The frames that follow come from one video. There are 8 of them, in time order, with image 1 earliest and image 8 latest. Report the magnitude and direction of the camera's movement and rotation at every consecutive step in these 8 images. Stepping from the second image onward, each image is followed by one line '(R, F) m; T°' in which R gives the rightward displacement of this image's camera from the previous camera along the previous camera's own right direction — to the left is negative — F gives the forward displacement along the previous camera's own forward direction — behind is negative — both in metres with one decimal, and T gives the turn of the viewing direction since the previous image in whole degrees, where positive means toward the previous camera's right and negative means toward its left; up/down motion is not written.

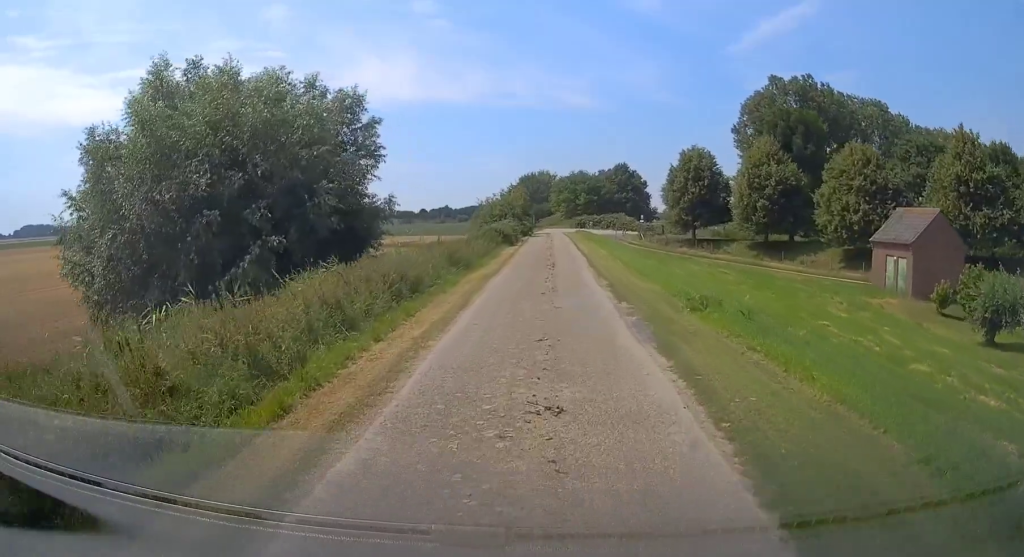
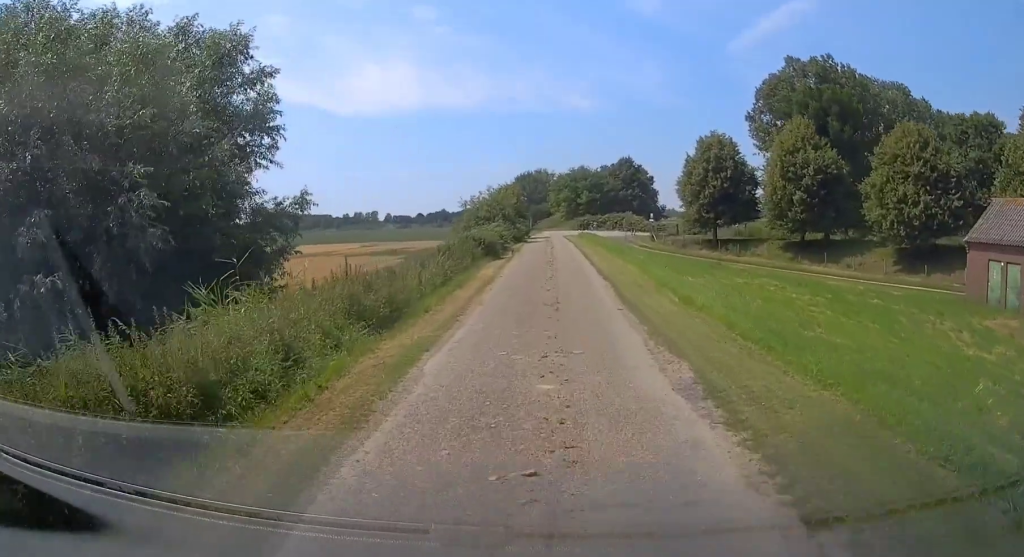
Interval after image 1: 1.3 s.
(+0.3, +10.7) m; +2°
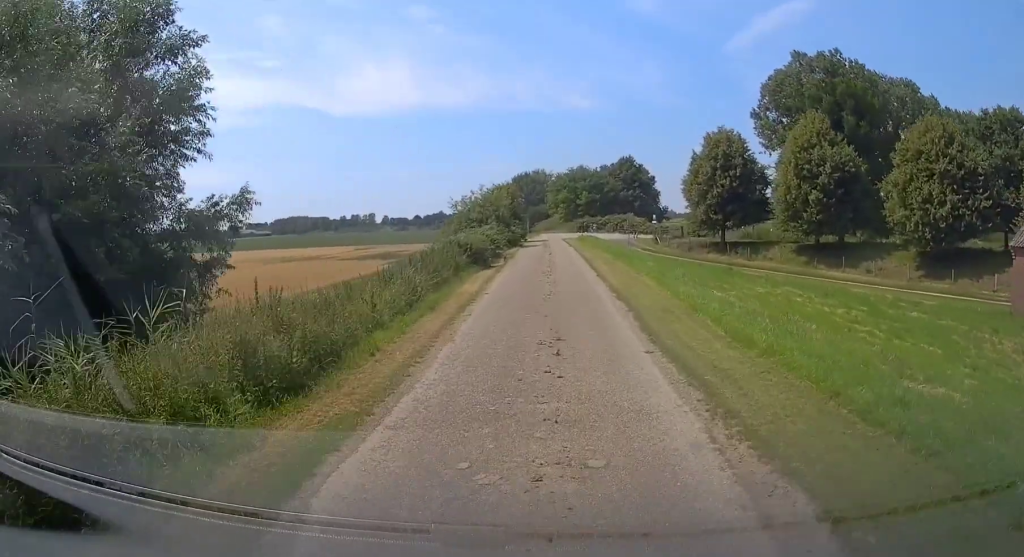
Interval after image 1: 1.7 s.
(+0.2, +4.0) m; 0°
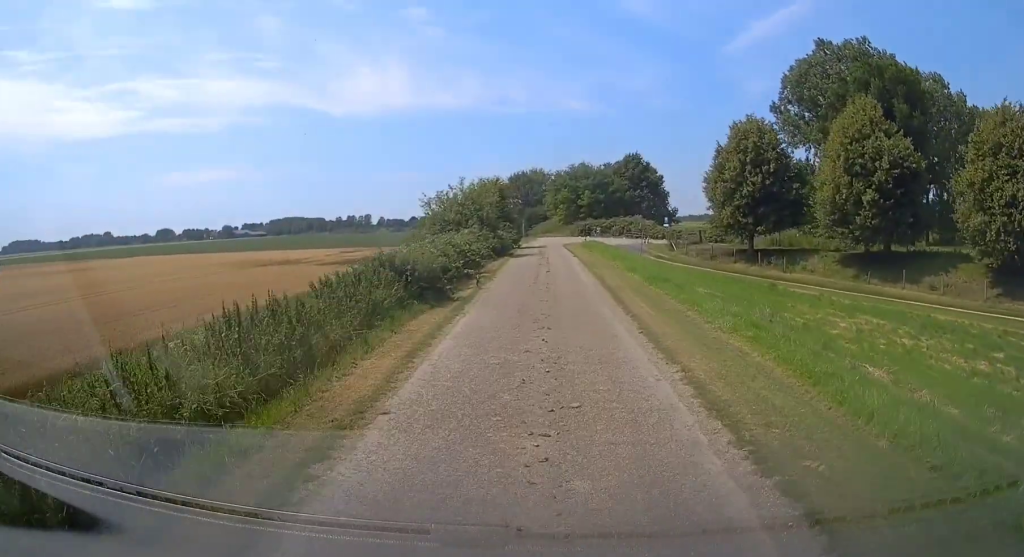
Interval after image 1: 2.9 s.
(-0.4, +9.9) m; 0°
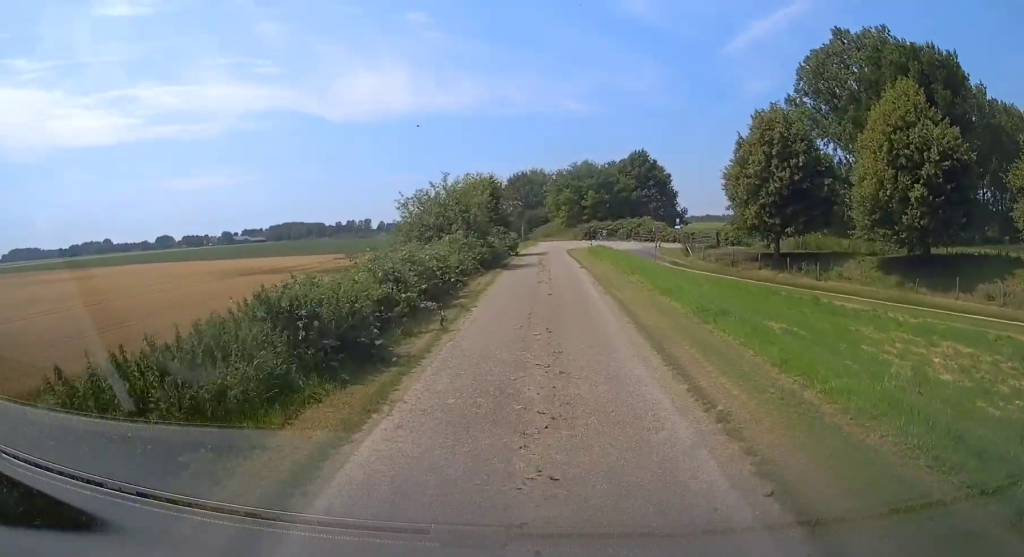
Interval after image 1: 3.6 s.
(+0.3, +6.1) m; +2°
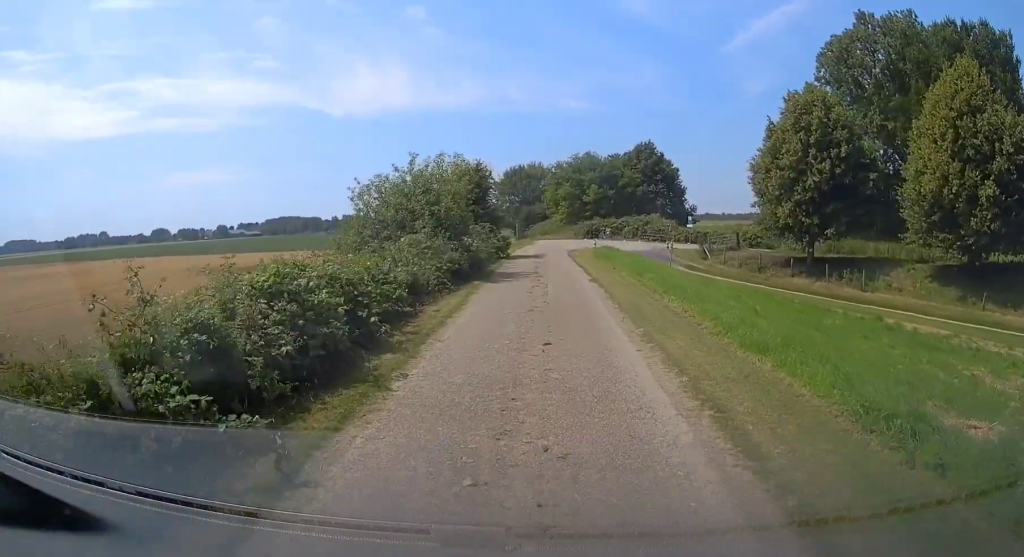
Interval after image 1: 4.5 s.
(+0.1, +7.1) m; 0°
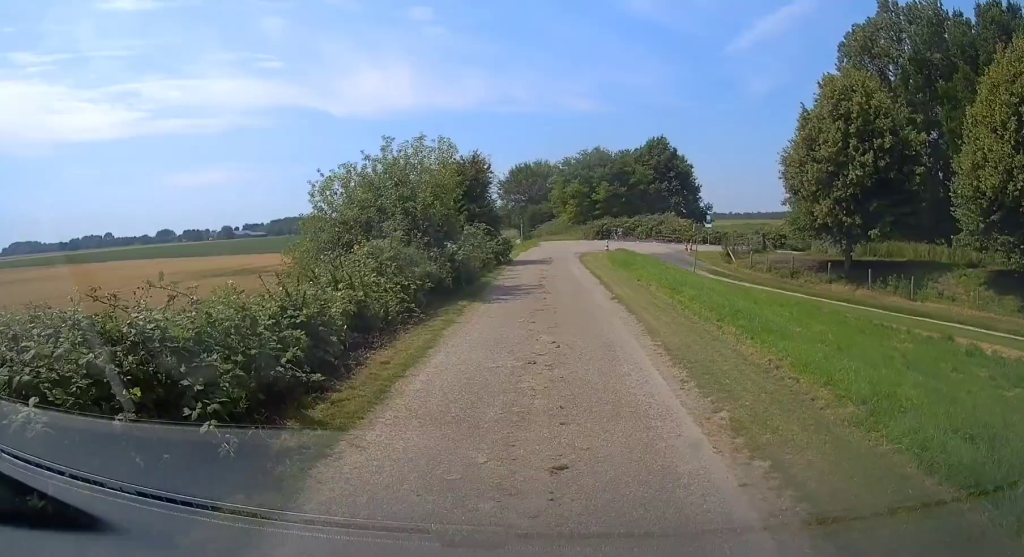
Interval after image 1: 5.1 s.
(0.0, +4.8) m; -1°
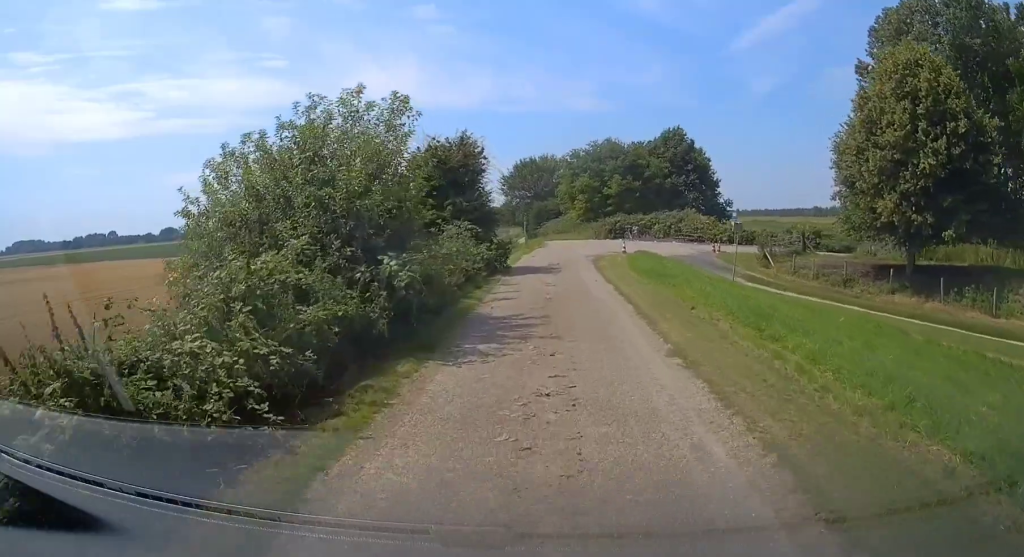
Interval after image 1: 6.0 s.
(-0.2, +6.6) m; -2°
